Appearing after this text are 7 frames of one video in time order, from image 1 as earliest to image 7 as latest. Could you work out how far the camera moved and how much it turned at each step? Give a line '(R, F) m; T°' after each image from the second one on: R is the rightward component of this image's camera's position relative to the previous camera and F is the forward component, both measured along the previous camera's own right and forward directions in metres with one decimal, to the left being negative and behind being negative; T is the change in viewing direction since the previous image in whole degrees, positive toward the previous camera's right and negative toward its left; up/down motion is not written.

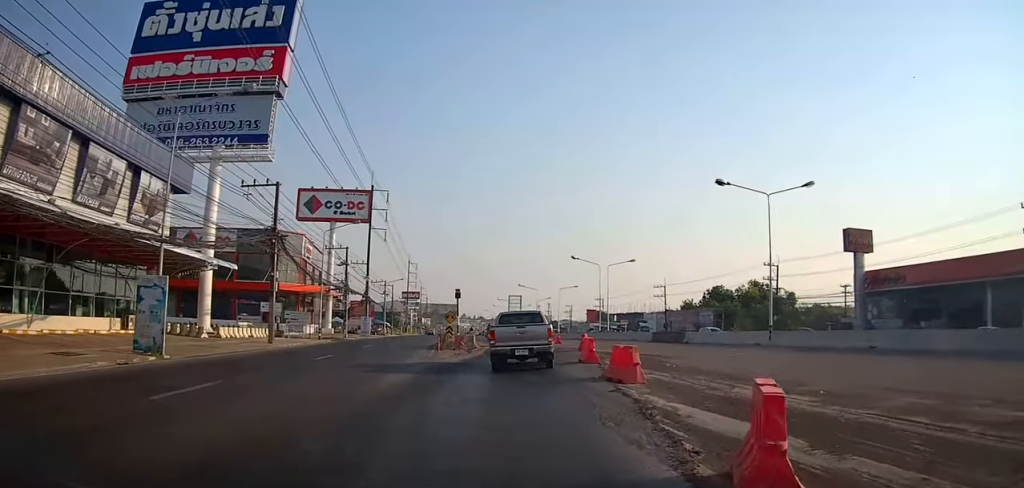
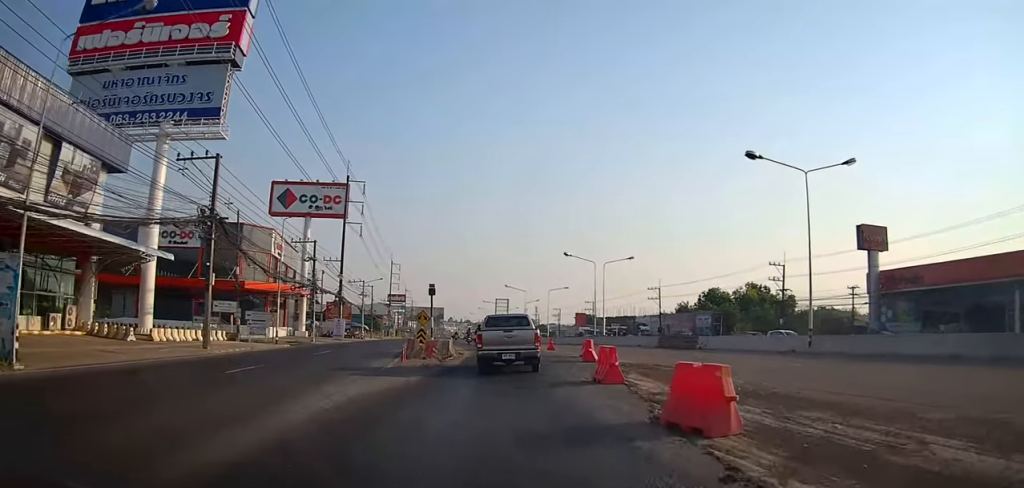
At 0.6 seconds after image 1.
(+0.2, +5.9) m; -3°
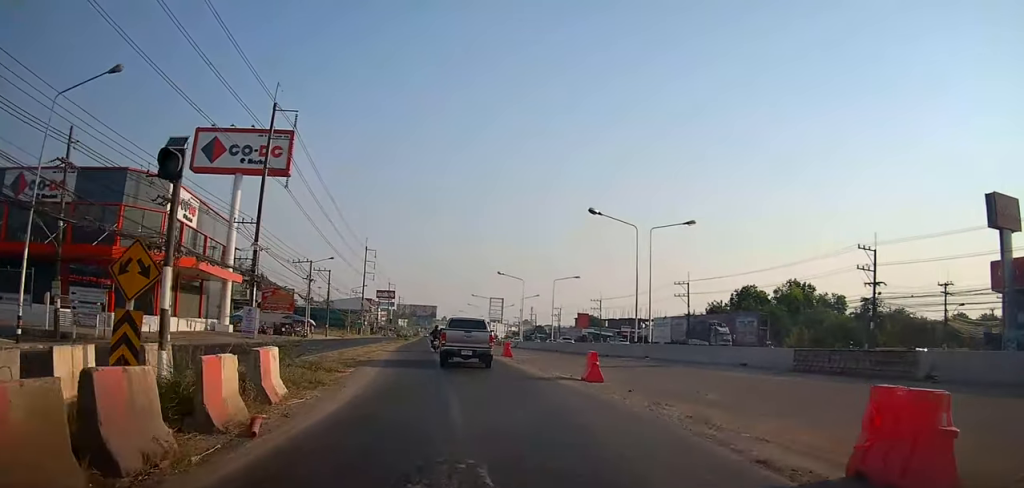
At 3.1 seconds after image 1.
(+0.6, +21.5) m; +6°
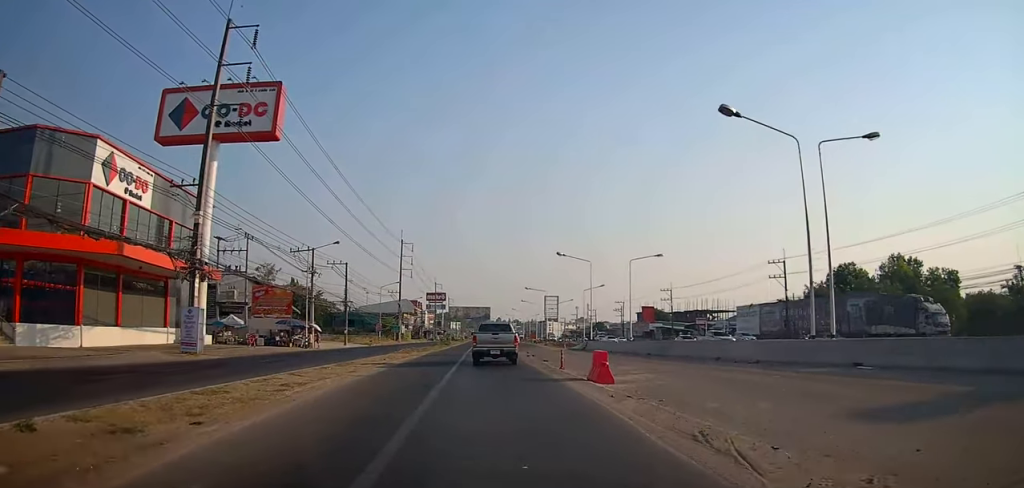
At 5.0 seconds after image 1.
(-0.1, +16.7) m; -2°
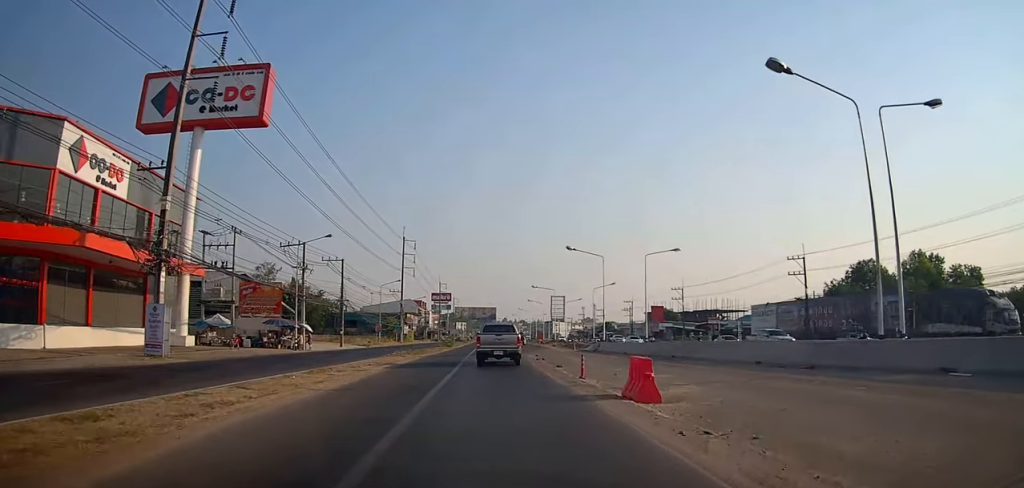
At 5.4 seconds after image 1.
(0.0, +3.9) m; -1°
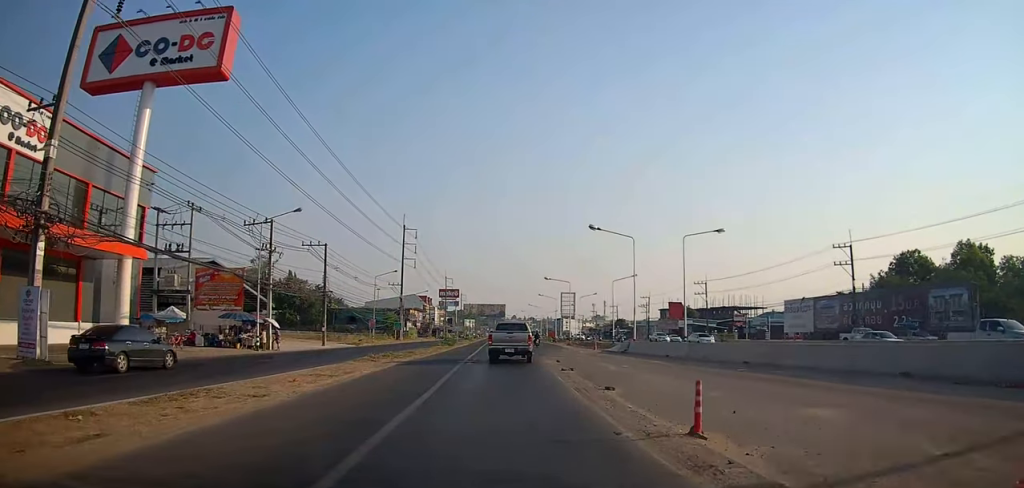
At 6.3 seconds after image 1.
(-0.1, +8.9) m; -1°
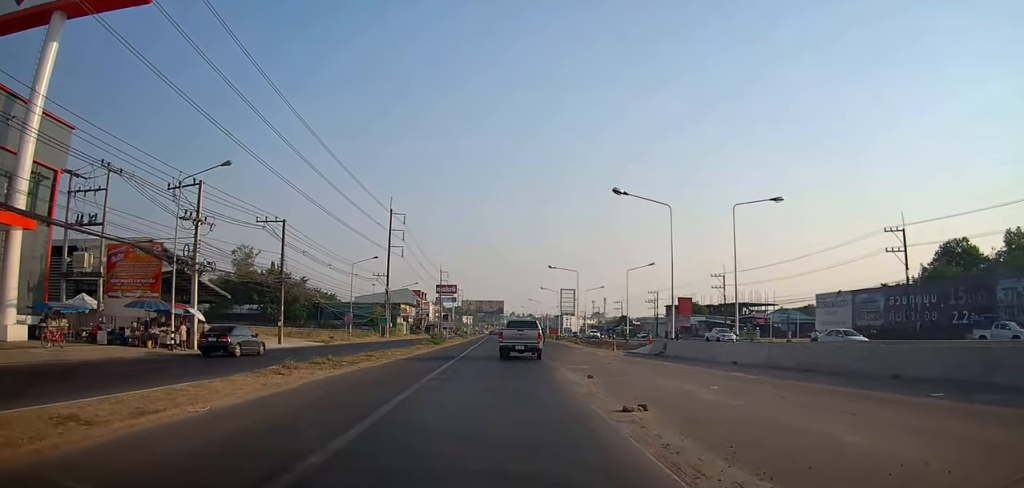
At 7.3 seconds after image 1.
(-0.1, +10.2) m; -1°
